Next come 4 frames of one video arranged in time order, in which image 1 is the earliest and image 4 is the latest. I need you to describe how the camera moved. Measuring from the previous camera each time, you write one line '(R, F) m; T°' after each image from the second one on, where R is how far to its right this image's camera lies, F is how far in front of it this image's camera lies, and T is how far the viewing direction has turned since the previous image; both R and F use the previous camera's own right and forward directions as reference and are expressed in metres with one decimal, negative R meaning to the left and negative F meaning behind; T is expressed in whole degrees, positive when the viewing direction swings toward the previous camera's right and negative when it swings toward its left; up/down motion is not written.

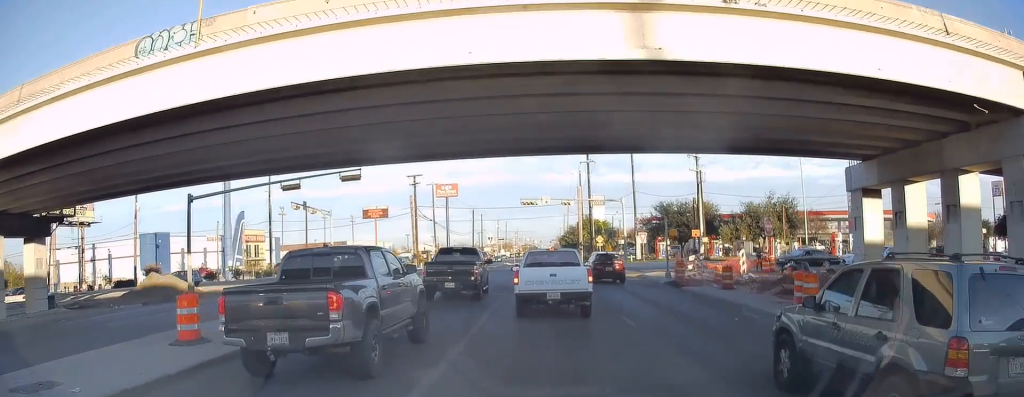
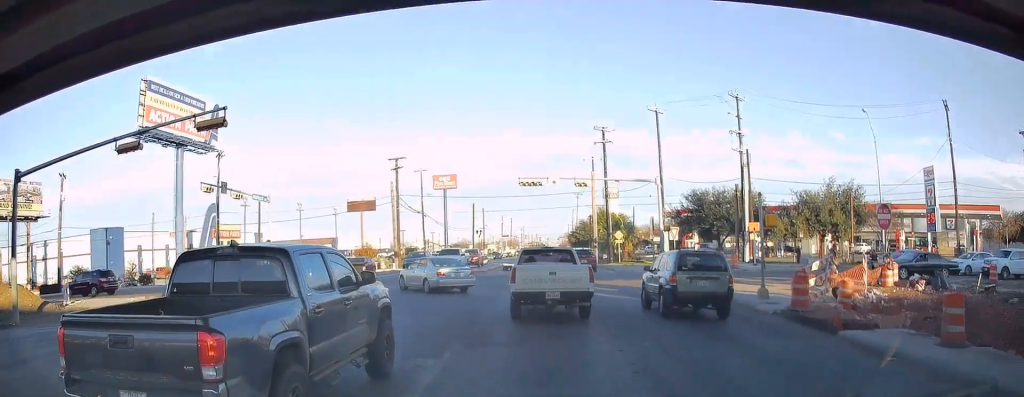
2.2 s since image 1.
(-0.1, +16.3) m; -2°
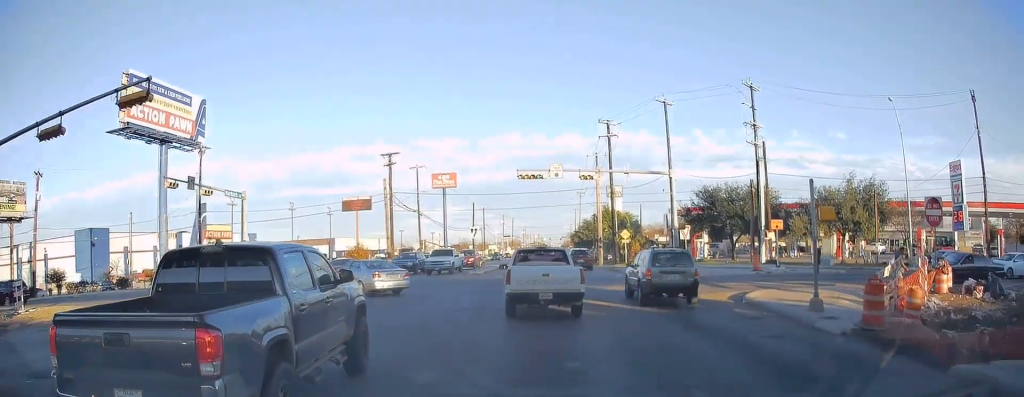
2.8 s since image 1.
(0.0, +4.3) m; 0°
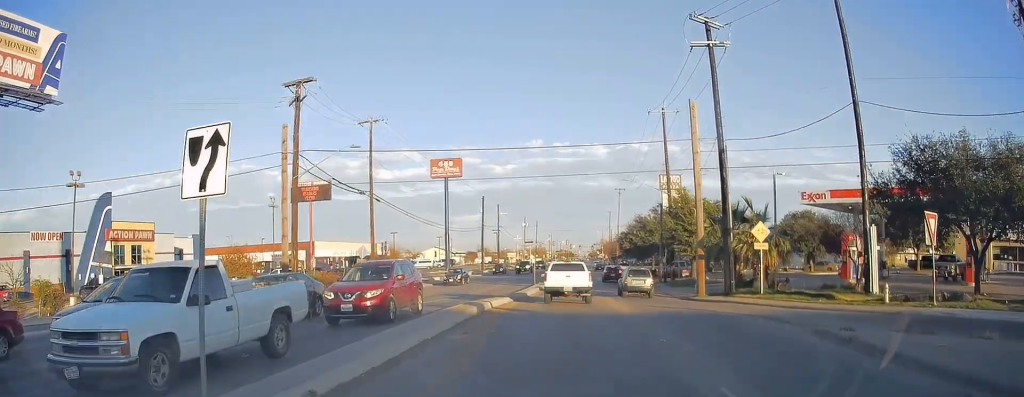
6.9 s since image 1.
(-1.9, +31.3) m; -4°
